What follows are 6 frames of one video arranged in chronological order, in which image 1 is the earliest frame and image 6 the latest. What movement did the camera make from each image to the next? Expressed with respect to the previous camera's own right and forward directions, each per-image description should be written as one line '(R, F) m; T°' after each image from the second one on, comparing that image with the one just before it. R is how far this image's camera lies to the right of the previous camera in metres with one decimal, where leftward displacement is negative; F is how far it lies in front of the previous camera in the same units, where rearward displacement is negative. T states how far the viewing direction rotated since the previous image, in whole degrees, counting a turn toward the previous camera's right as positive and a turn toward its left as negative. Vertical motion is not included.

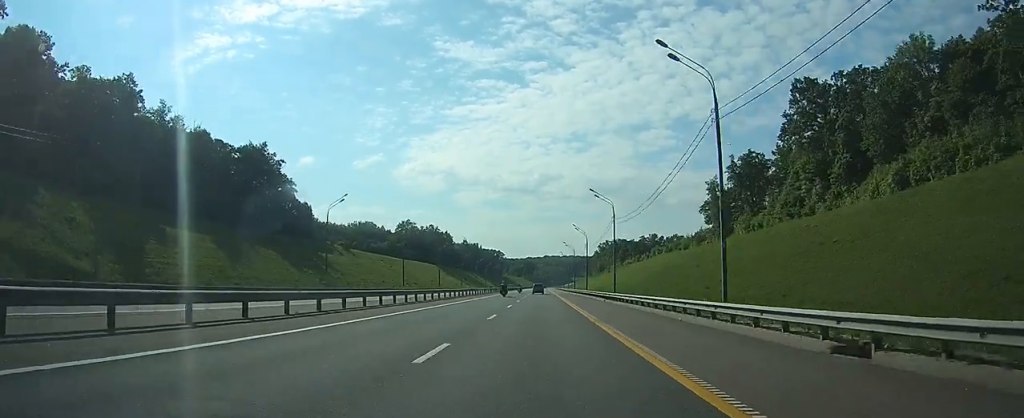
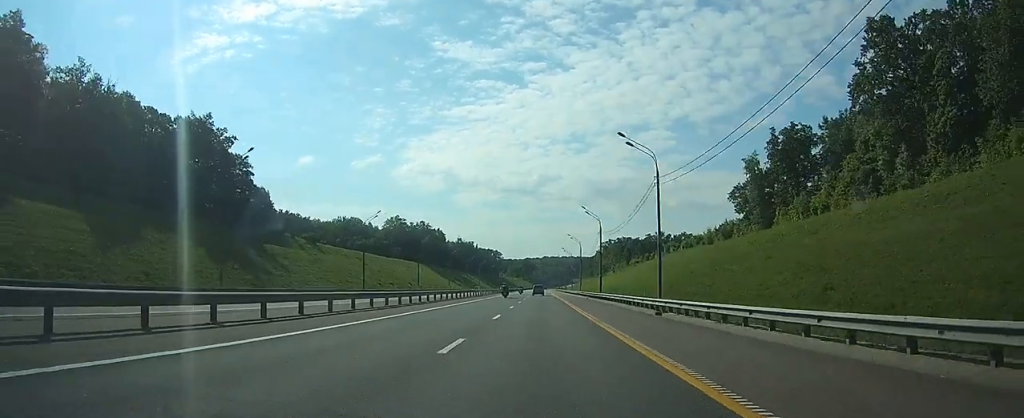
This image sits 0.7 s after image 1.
(0.0, +22.7) m; 0°
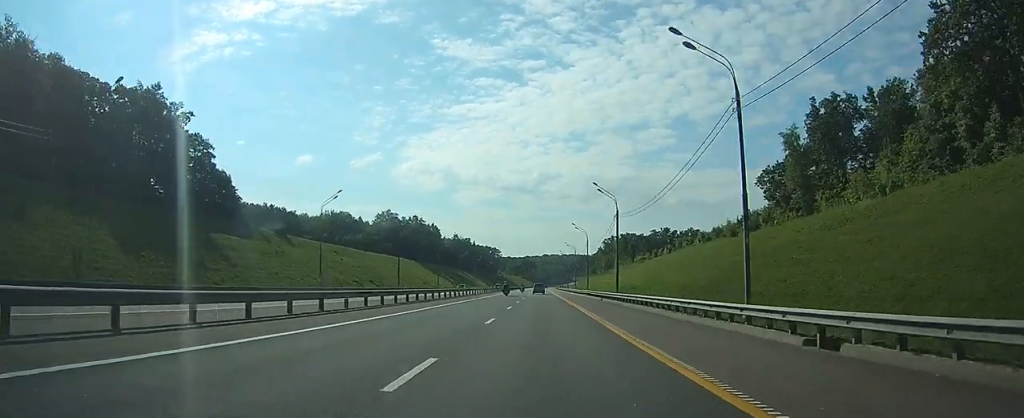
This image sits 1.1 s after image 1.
(0.0, +15.9) m; 0°
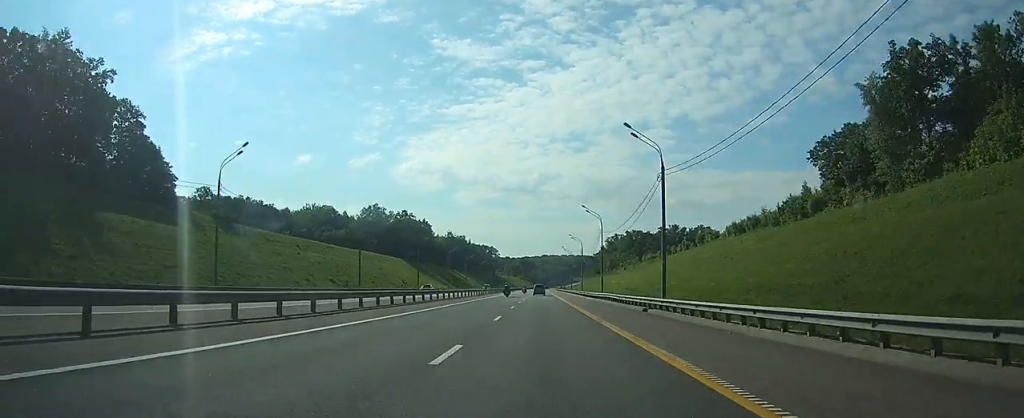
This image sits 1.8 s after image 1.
(0.0, +21.7) m; 0°
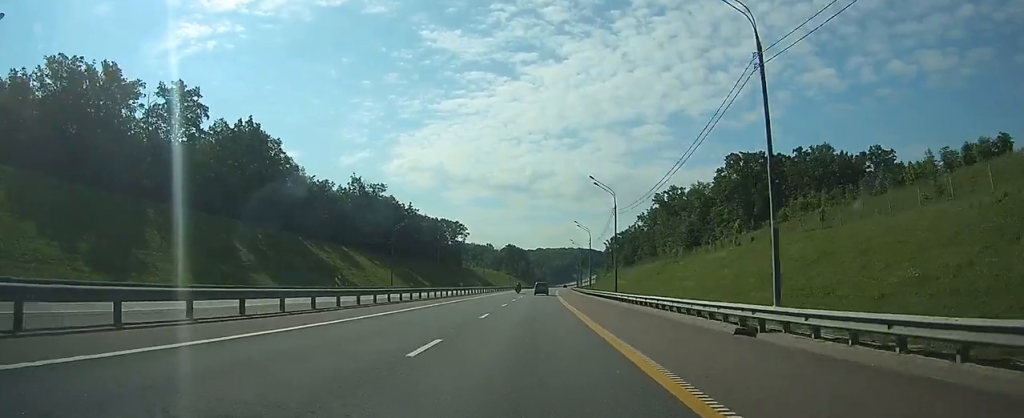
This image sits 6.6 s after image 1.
(+0.6, +167.6) m; +1°
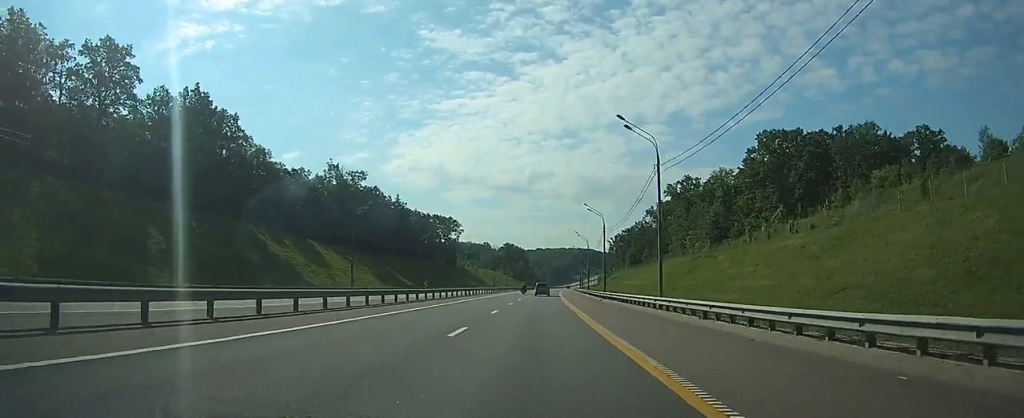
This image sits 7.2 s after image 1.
(+0.1, +19.9) m; 0°
